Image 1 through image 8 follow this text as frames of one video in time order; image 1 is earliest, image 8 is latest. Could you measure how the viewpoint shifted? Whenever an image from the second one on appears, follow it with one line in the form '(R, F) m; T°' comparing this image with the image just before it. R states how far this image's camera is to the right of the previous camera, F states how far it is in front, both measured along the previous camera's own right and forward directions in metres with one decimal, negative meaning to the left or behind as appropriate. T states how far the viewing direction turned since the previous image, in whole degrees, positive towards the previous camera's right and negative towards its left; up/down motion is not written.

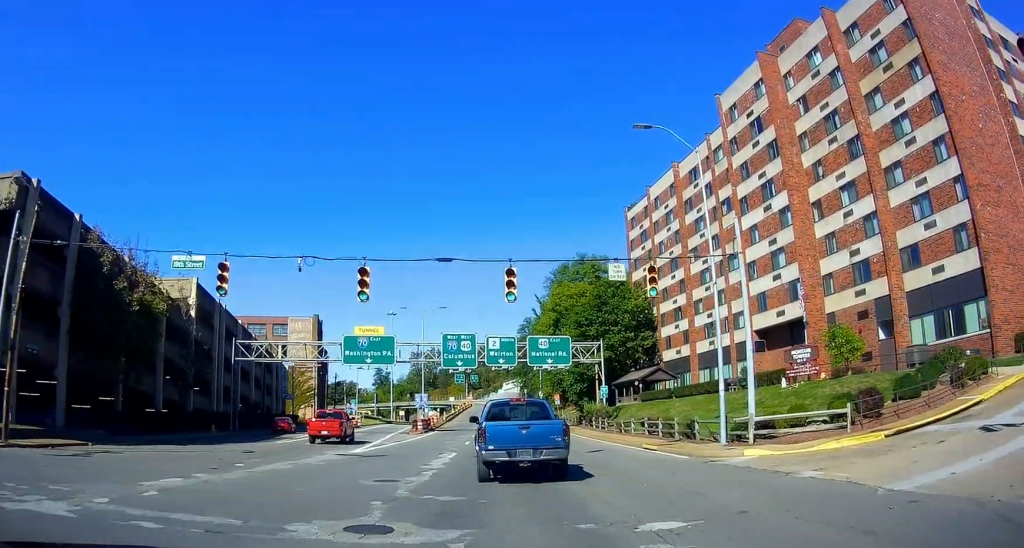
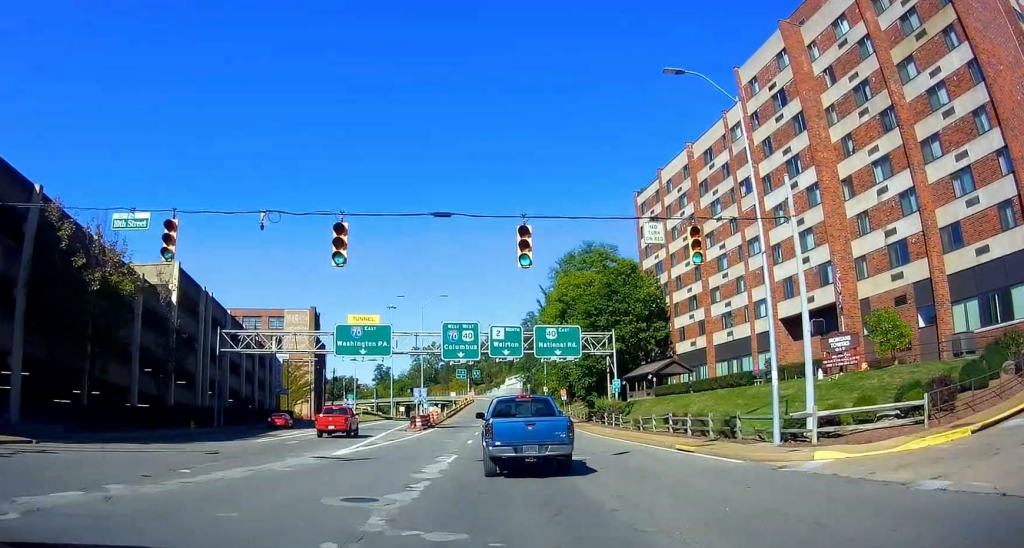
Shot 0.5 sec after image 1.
(-0.1, +3.7) m; -1°
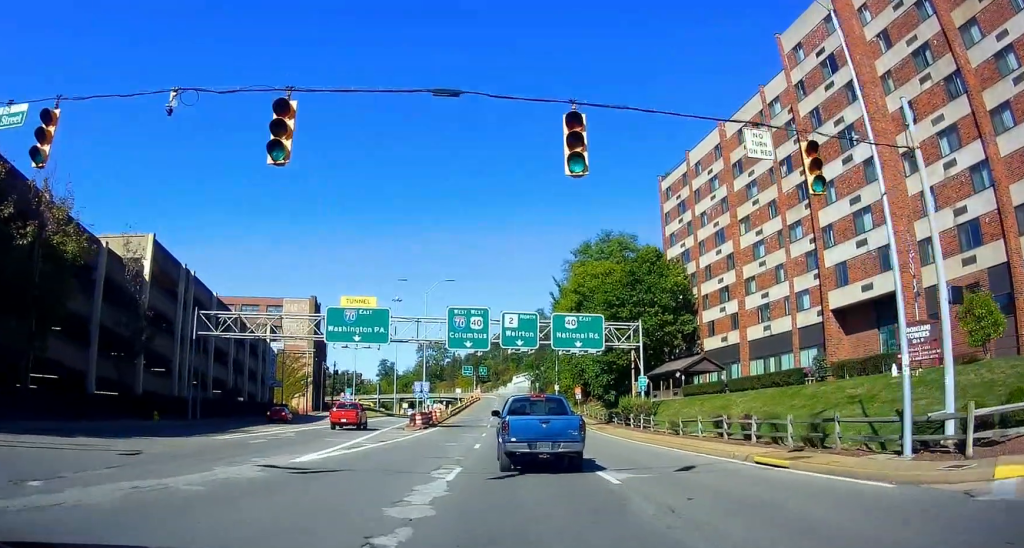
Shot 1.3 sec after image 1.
(-0.4, +5.9) m; 0°
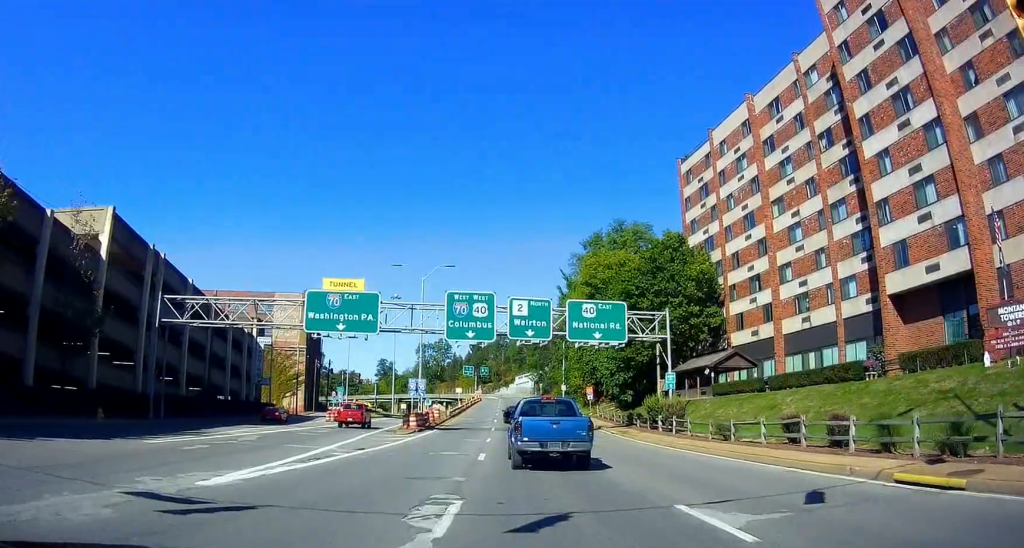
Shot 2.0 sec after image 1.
(+0.4, +6.1) m; +3°
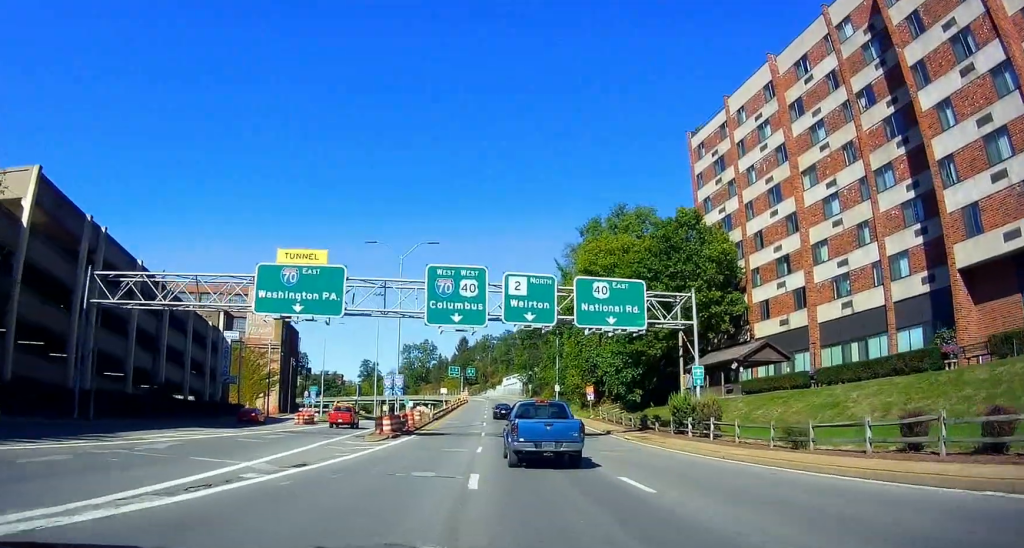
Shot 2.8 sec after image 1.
(+0.1, +7.1) m; +1°
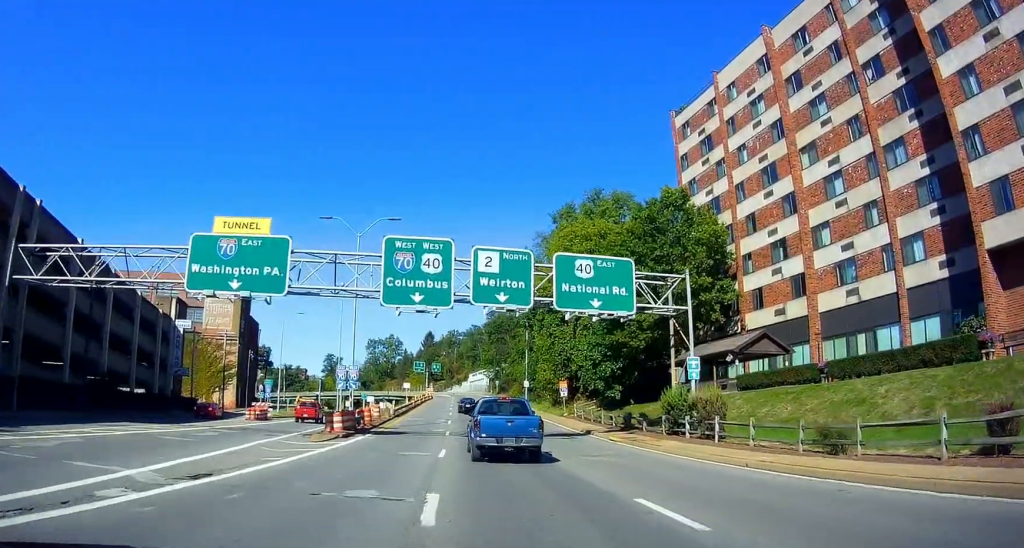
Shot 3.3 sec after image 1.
(0.0, +4.3) m; +1°
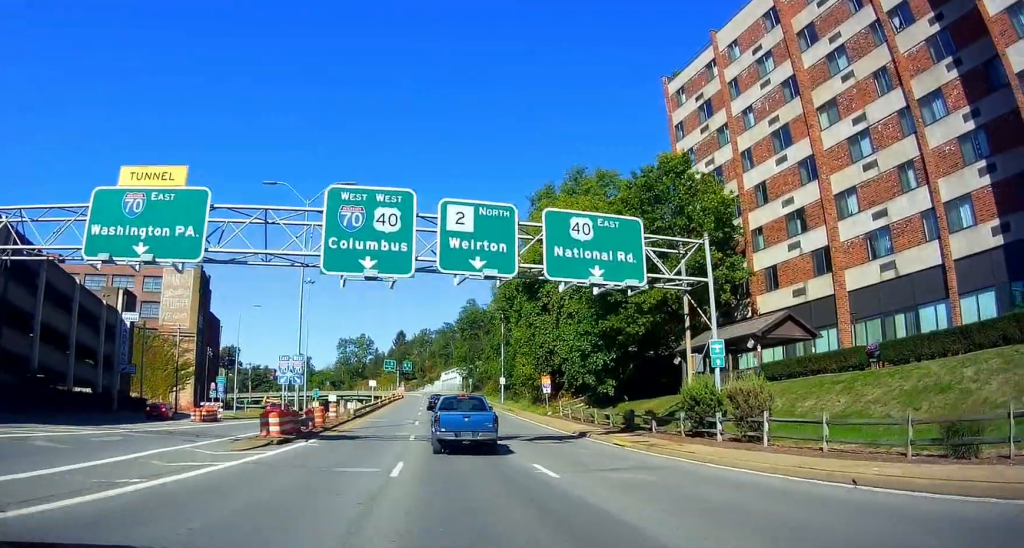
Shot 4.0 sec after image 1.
(0.0, +6.2) m; +3°
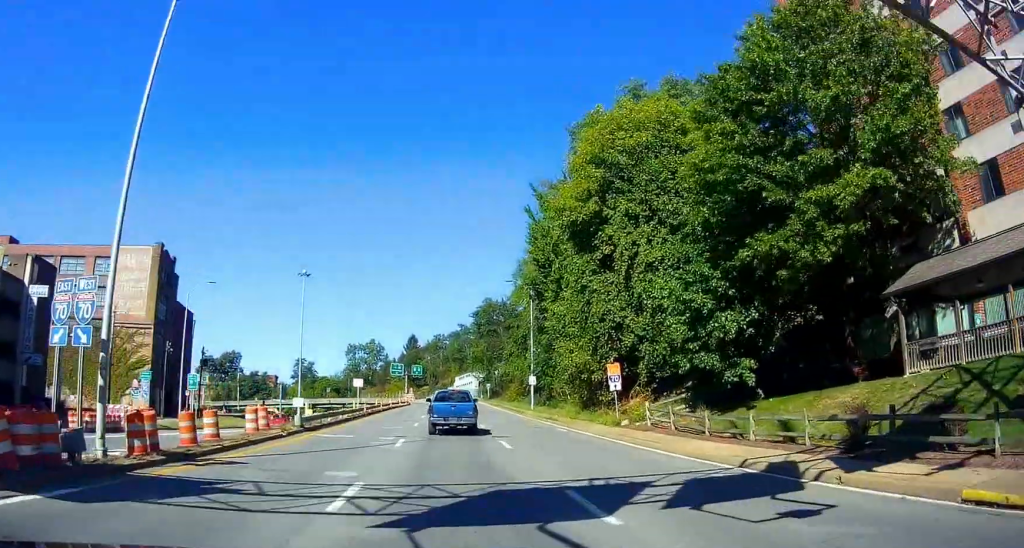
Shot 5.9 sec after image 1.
(+1.3, +18.0) m; +3°
